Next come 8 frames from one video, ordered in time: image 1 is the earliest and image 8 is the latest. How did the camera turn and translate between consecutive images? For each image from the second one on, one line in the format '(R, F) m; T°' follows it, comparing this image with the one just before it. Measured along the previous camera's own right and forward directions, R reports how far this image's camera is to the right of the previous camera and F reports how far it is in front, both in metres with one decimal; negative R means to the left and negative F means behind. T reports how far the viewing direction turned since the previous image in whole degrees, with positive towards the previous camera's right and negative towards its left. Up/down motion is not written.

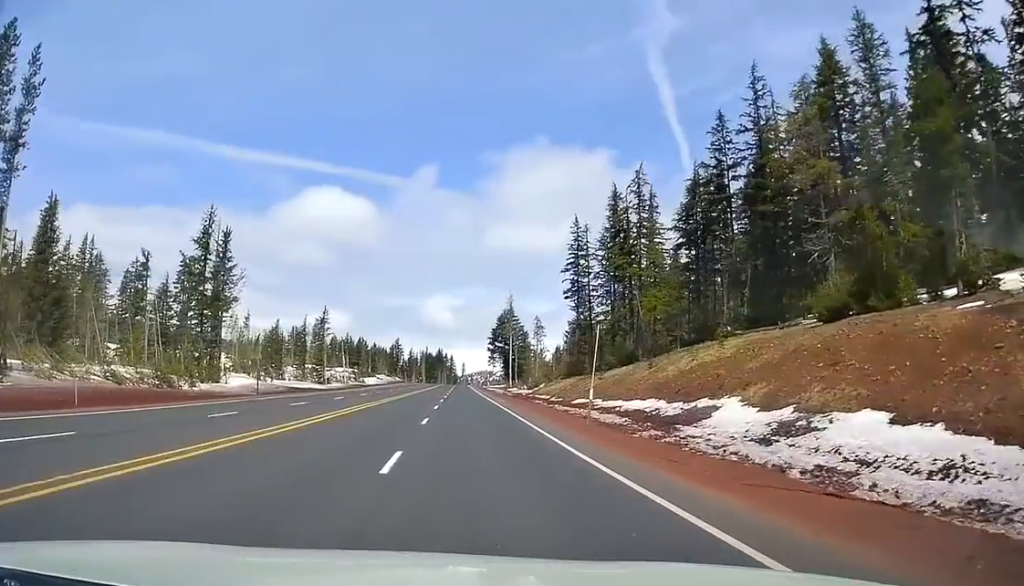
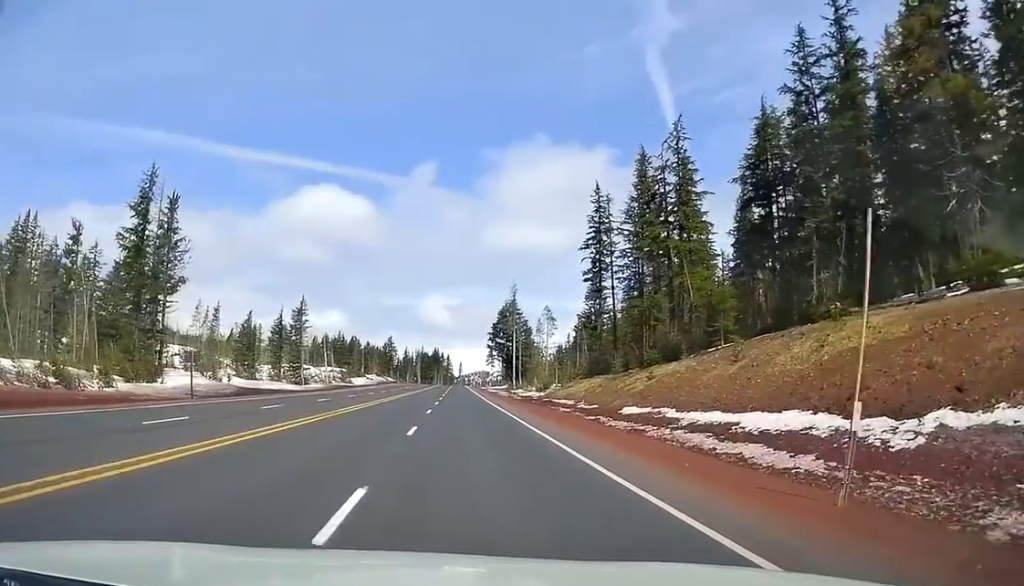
(+0.1, +15.7) m; -1°
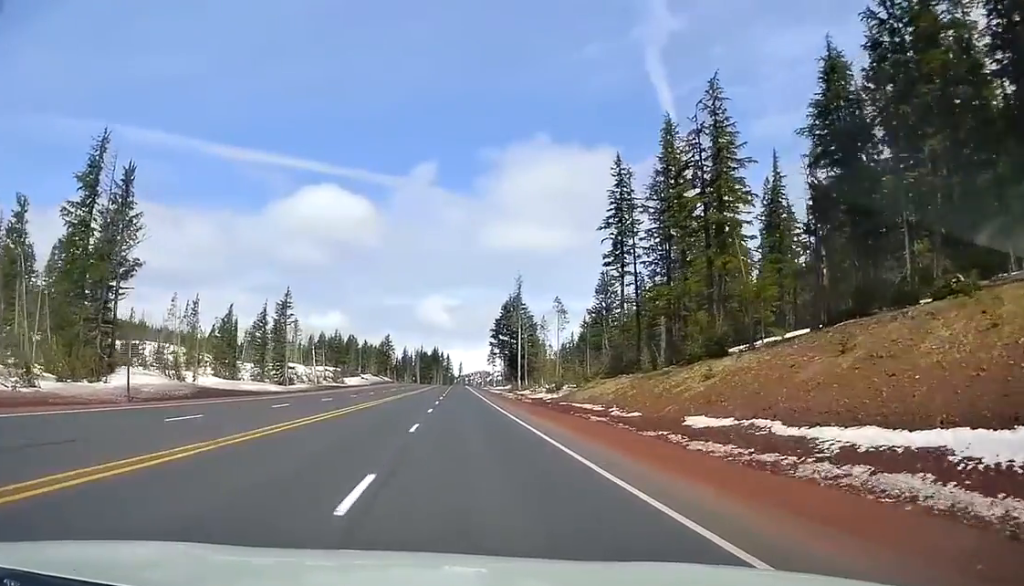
(0.0, +9.8) m; 0°
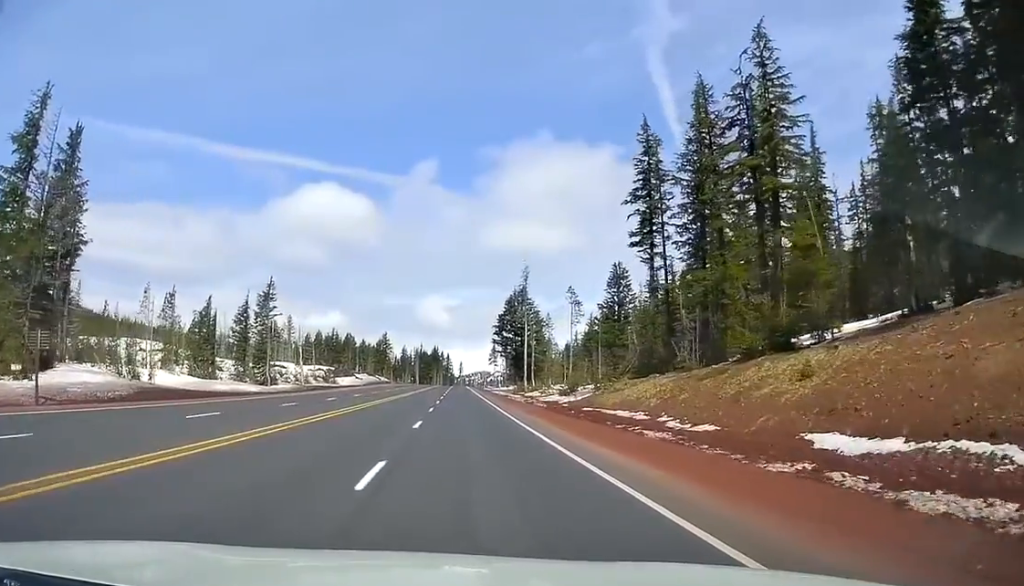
(-0.2, +9.1) m; 0°
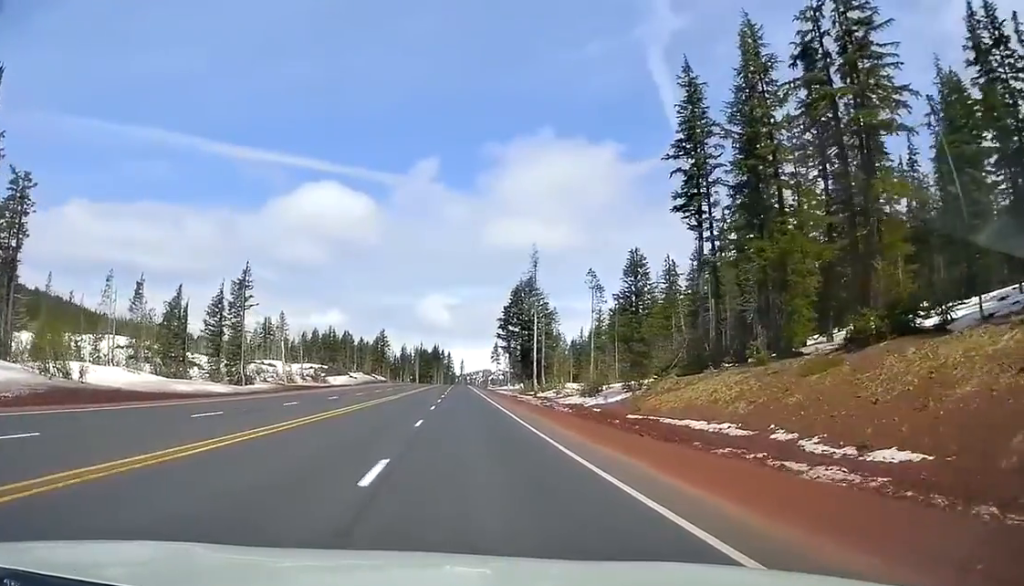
(-0.1, +10.5) m; 0°
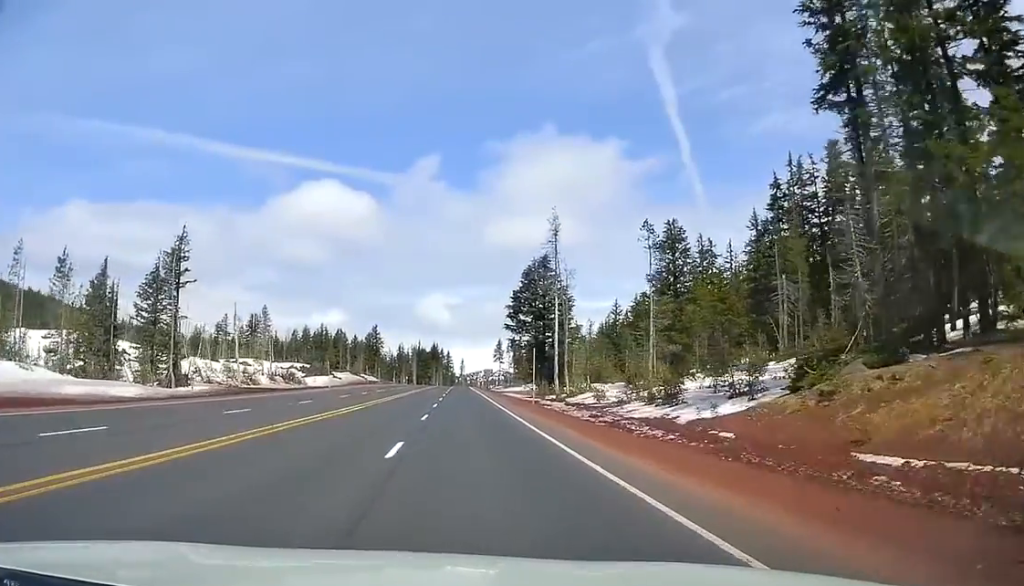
(+0.1, +18.8) m; 0°
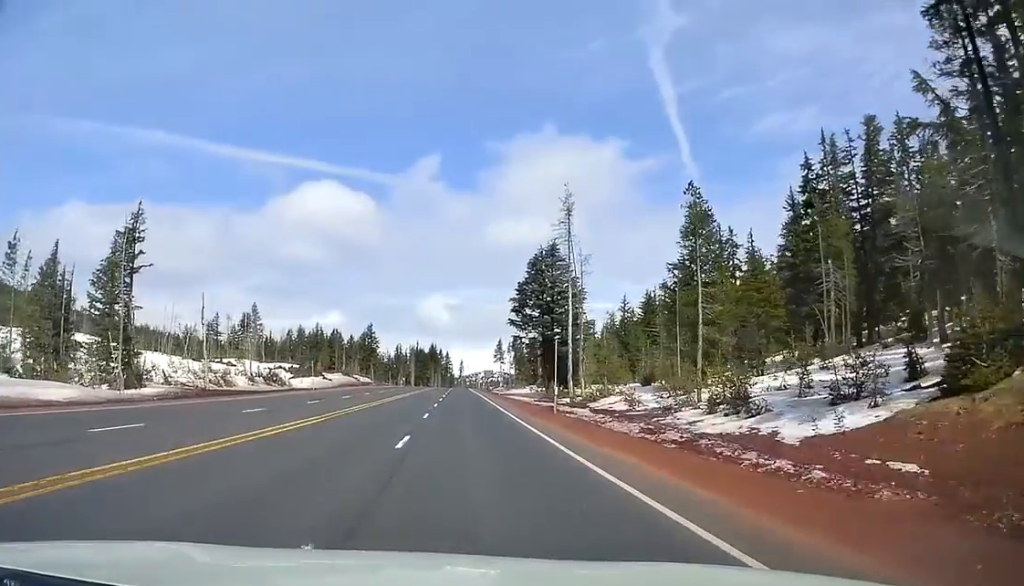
(0.0, +10.2) m; 0°
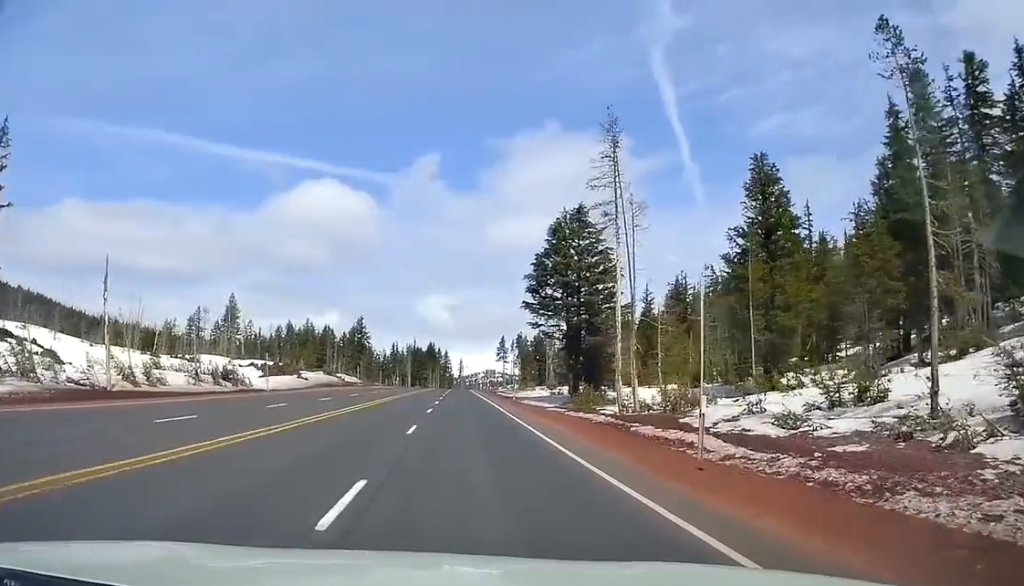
(+0.1, +20.0) m; 0°
